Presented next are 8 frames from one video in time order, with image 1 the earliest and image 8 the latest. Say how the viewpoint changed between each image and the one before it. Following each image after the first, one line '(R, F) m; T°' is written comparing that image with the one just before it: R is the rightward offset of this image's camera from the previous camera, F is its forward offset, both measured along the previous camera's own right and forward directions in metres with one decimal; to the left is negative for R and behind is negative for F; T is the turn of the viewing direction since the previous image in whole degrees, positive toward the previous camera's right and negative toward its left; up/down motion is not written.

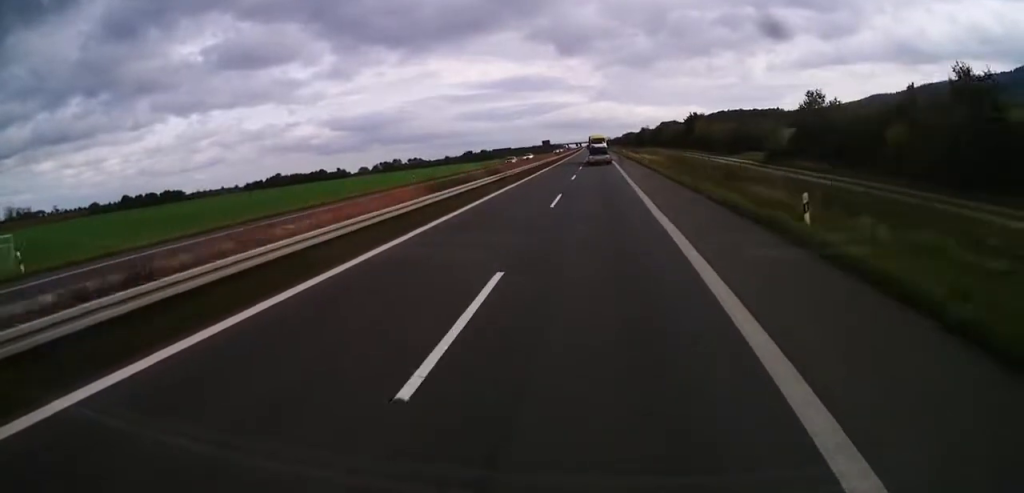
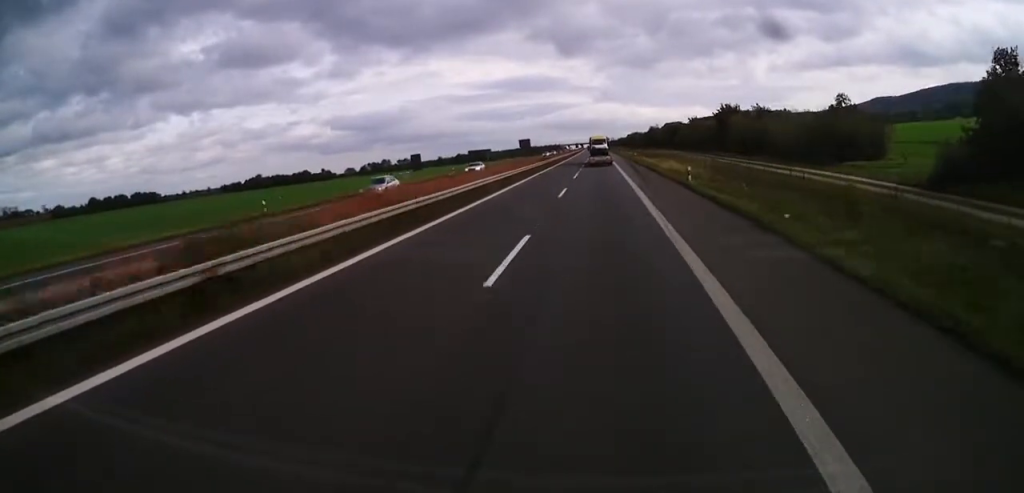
(-0.1, +30.9) m; 0°
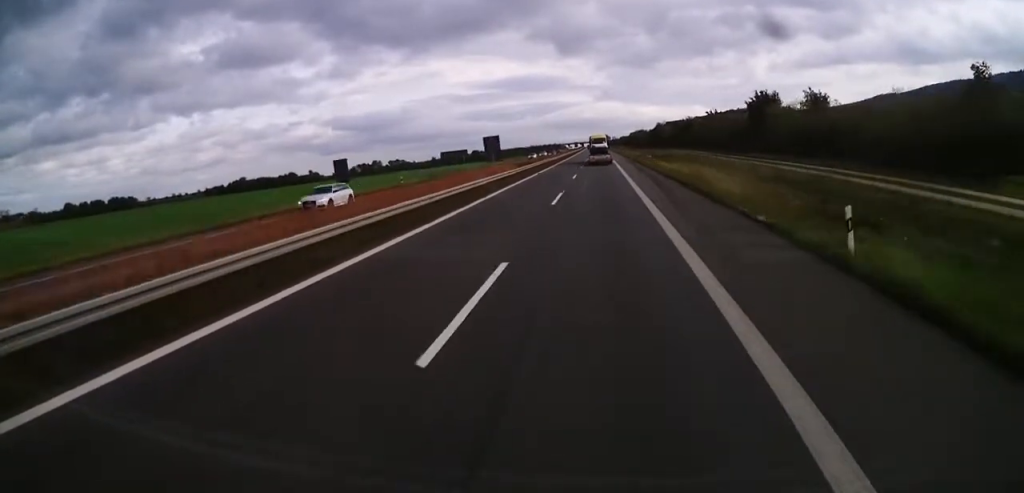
(0.0, +21.6) m; 0°
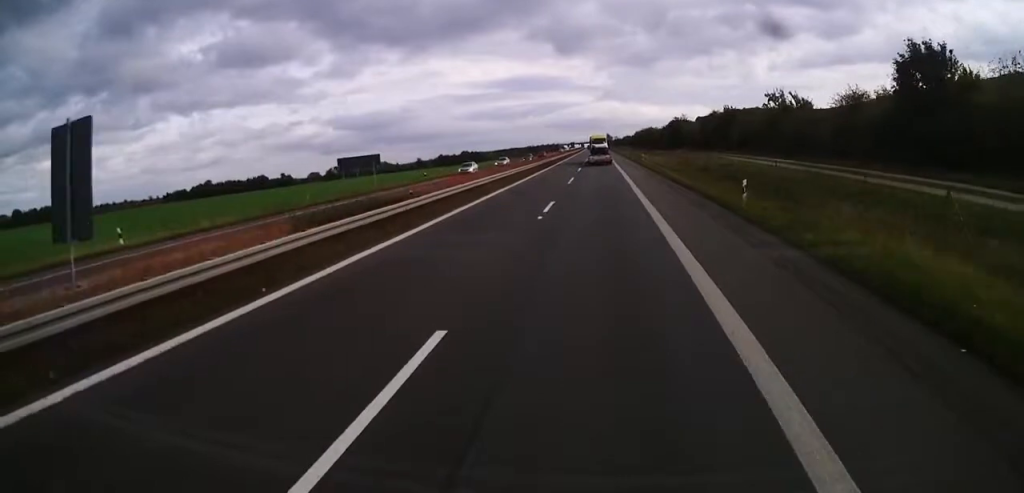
(+0.4, +40.4) m; +1°
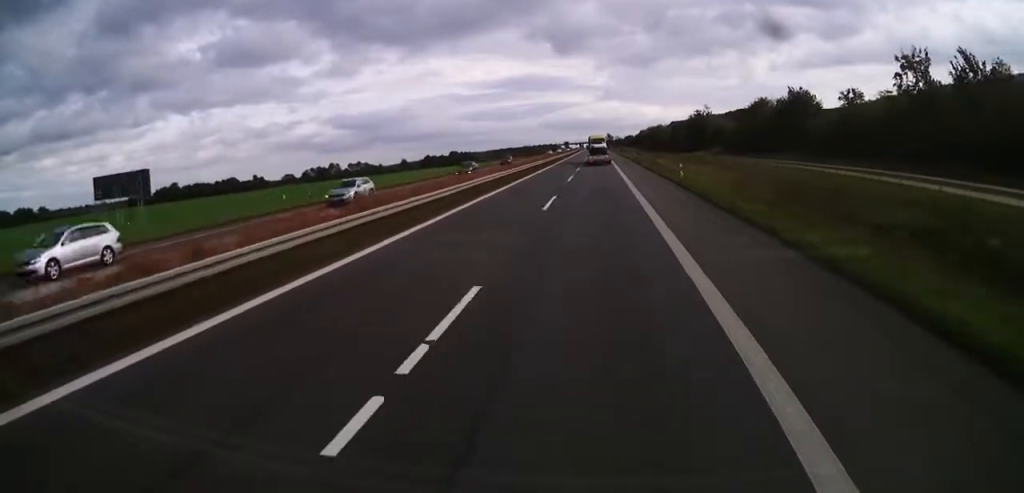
(-0.2, +33.5) m; -1°
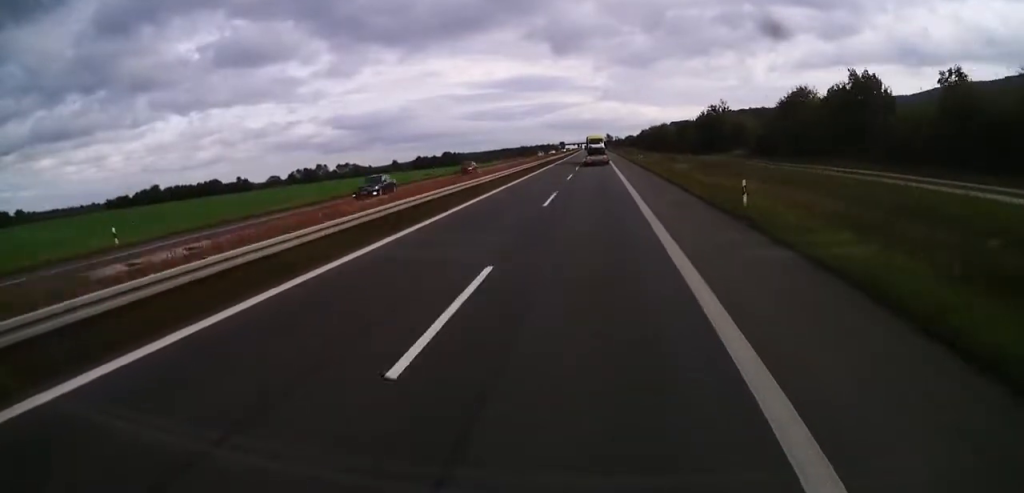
(-0.1, +16.4) m; 0°
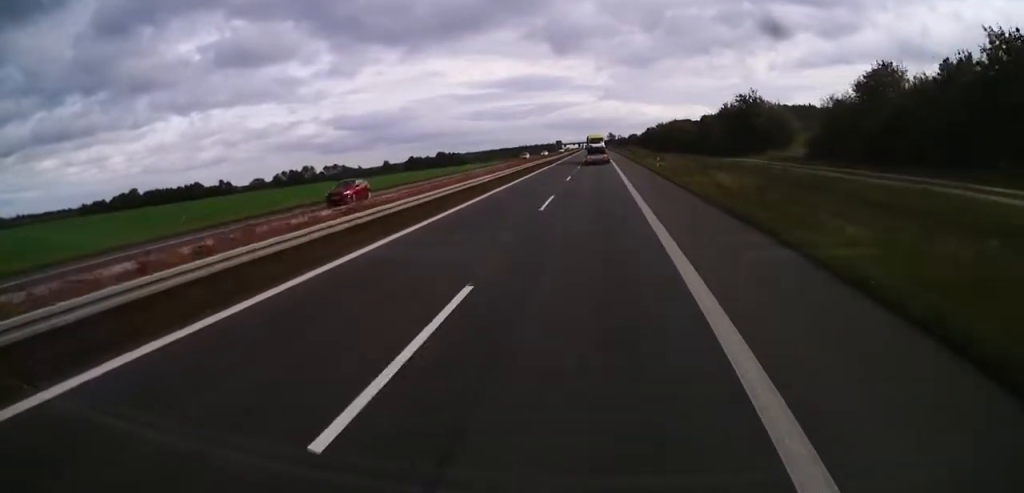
(0.0, +19.6) m; 0°
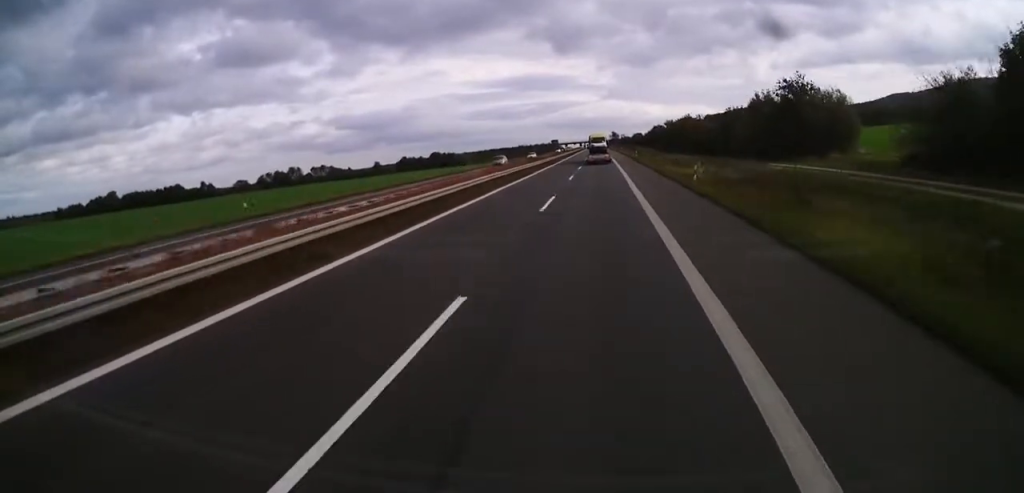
(+0.1, +18.8) m; 0°
